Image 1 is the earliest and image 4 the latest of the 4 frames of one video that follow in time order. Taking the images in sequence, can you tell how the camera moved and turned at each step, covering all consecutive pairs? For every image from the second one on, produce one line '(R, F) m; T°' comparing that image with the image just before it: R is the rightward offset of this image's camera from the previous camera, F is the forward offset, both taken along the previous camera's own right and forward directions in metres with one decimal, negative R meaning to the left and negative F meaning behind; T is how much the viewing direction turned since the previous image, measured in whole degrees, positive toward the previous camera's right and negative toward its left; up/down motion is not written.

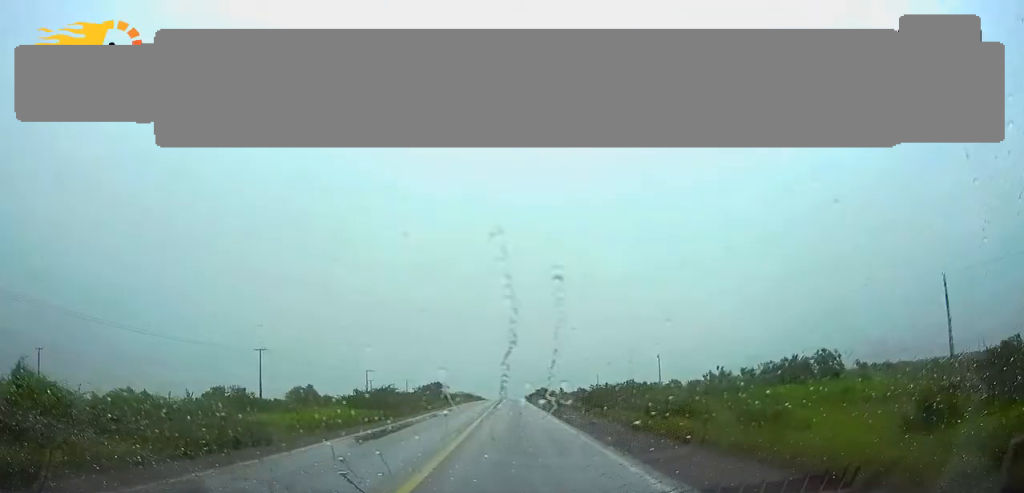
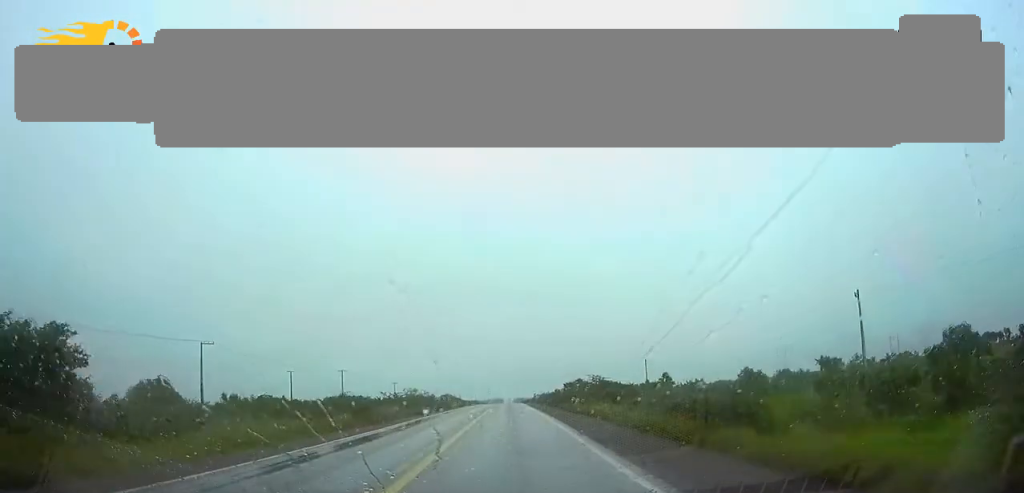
(0.0, +89.3) m; 0°
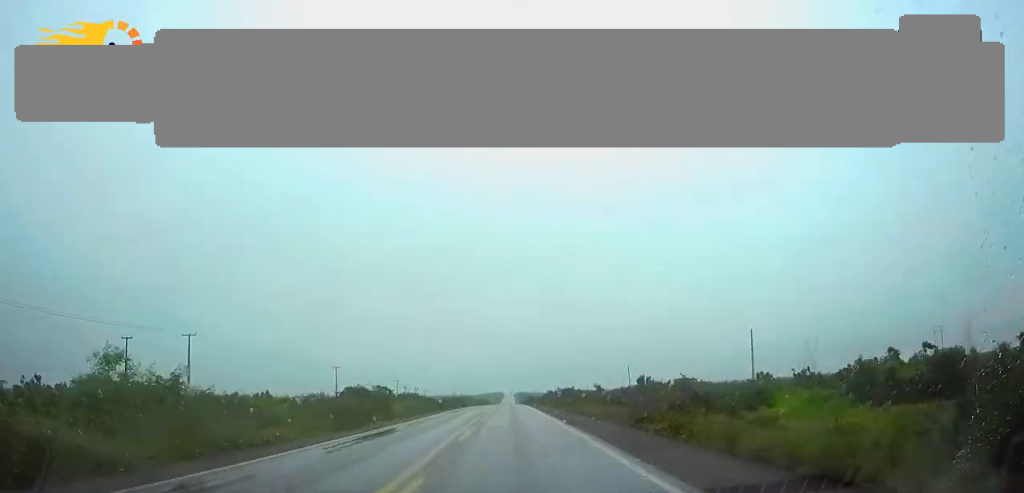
(-0.4, +71.3) m; 0°
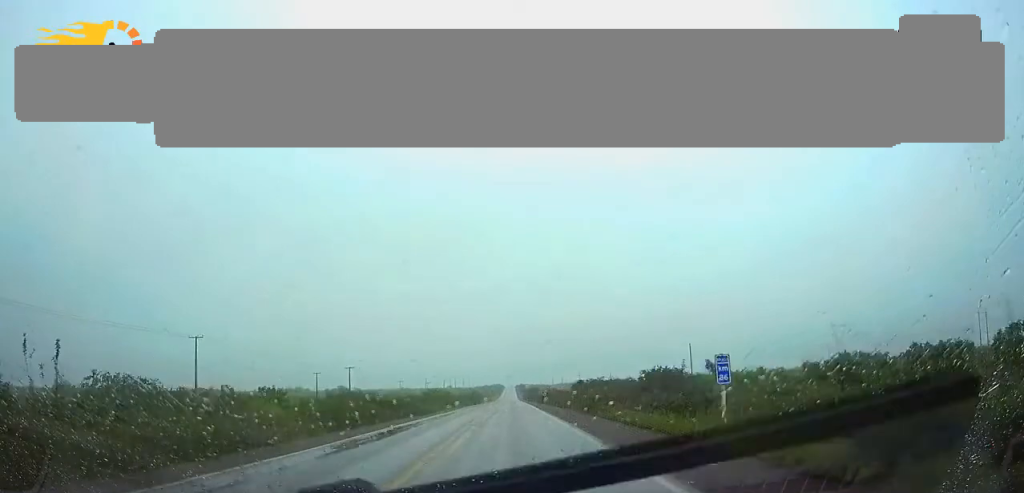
(+0.2, +63.5) m; 0°
